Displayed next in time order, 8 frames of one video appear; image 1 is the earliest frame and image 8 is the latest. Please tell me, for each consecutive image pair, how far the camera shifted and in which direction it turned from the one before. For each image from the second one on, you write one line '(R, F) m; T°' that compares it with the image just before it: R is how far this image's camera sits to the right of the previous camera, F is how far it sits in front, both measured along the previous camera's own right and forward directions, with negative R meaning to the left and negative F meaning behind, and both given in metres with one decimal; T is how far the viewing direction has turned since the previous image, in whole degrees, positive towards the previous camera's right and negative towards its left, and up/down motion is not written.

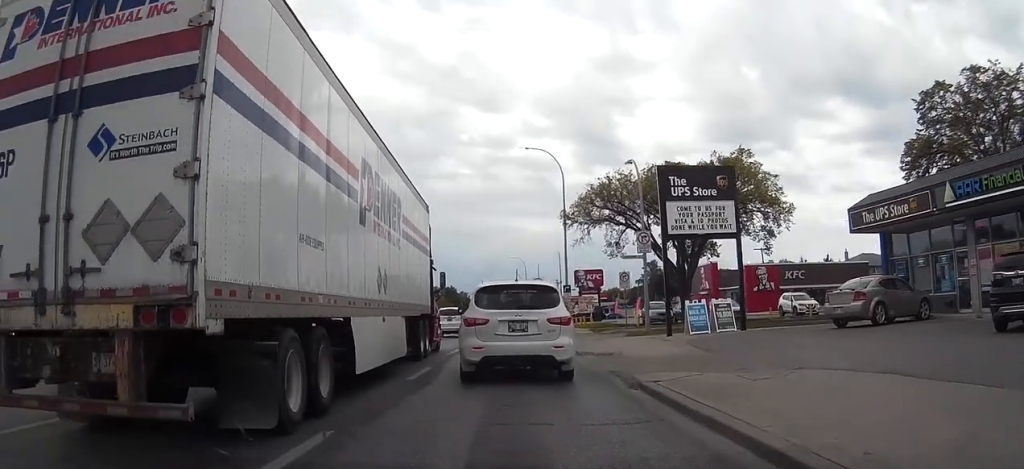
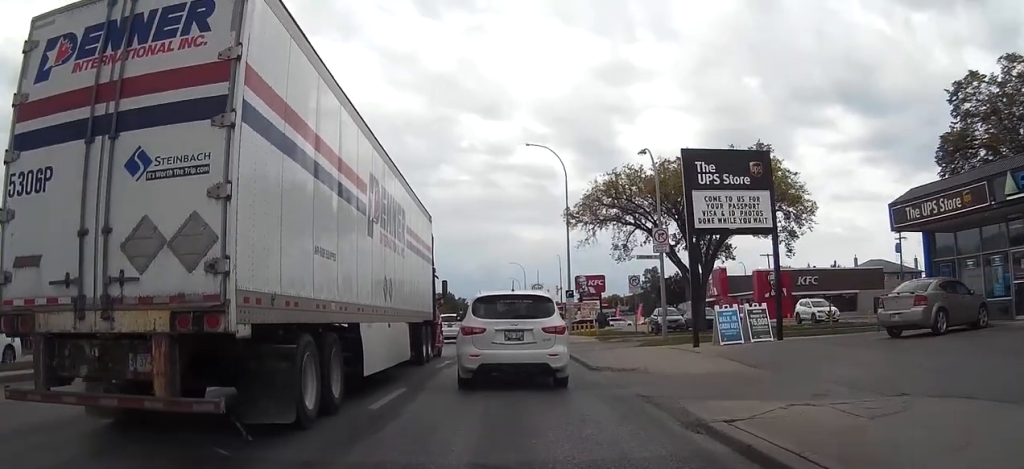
(+0.1, +3.5) m; -1°
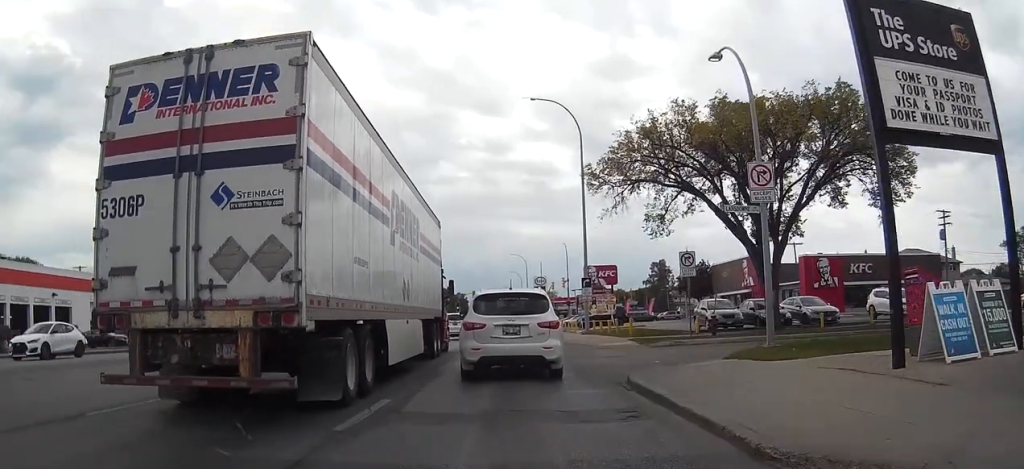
(-0.3, +11.5) m; -1°
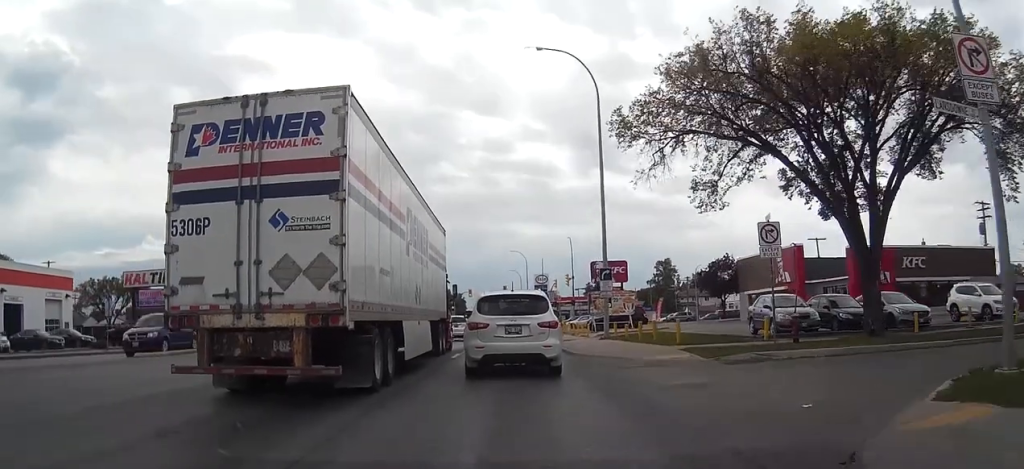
(+0.1, +9.0) m; +1°
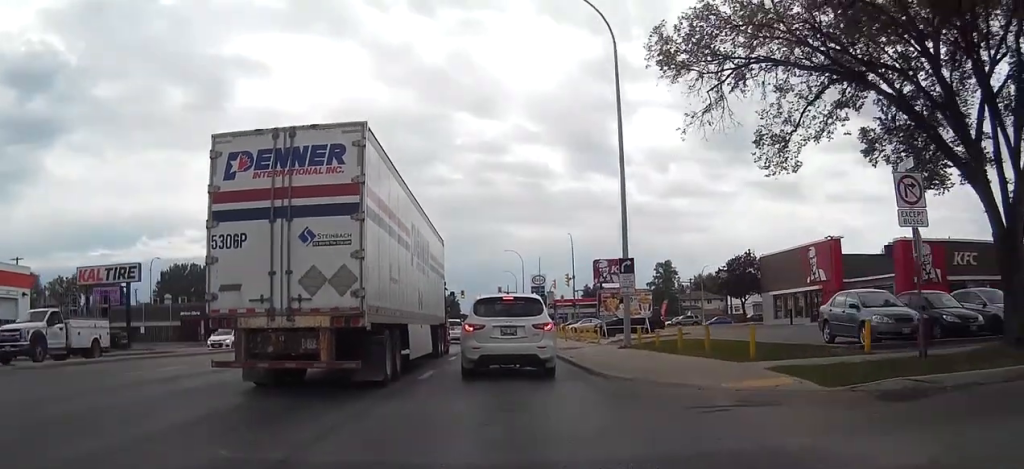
(0.0, +7.3) m; +1°
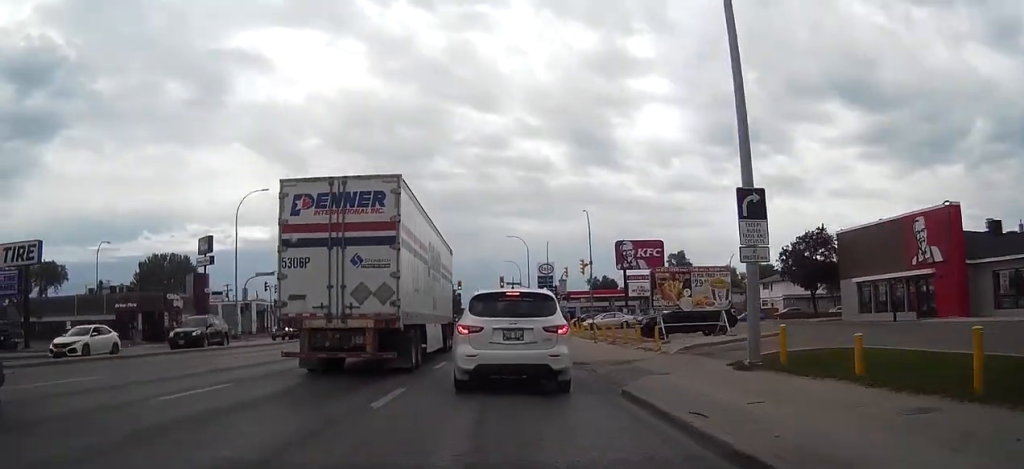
(+0.3, +13.7) m; +1°
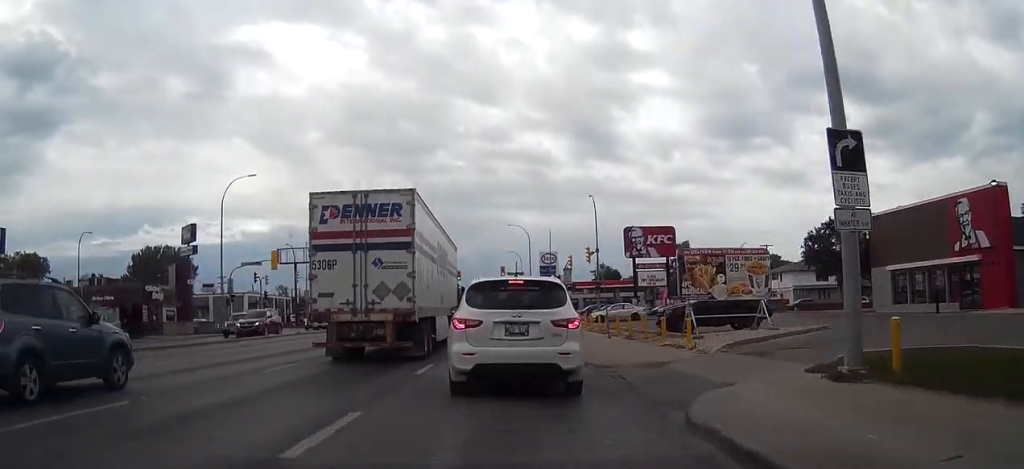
(0.0, +4.3) m; -1°
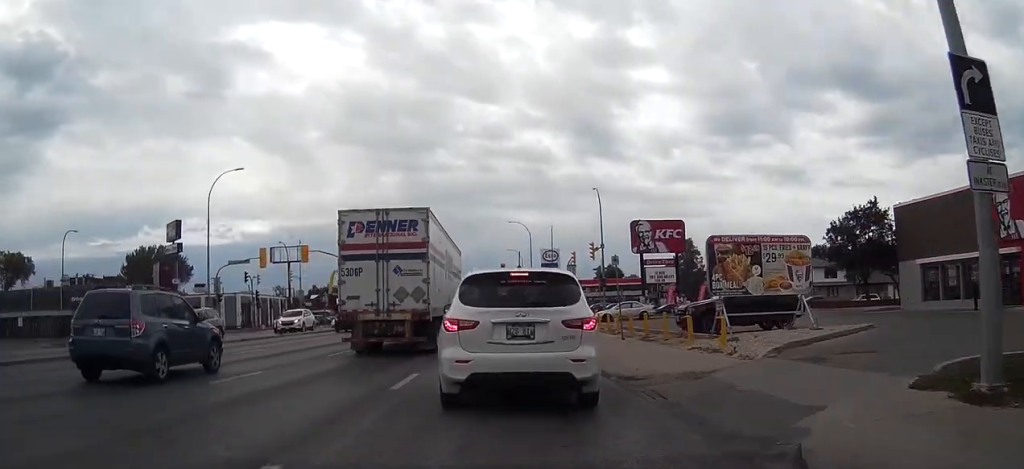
(-0.1, +3.5) m; -1°
